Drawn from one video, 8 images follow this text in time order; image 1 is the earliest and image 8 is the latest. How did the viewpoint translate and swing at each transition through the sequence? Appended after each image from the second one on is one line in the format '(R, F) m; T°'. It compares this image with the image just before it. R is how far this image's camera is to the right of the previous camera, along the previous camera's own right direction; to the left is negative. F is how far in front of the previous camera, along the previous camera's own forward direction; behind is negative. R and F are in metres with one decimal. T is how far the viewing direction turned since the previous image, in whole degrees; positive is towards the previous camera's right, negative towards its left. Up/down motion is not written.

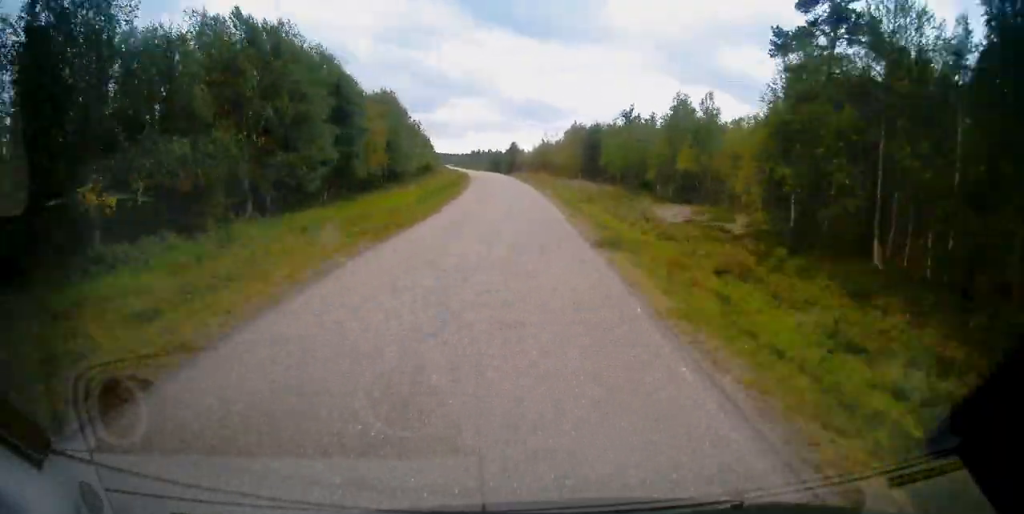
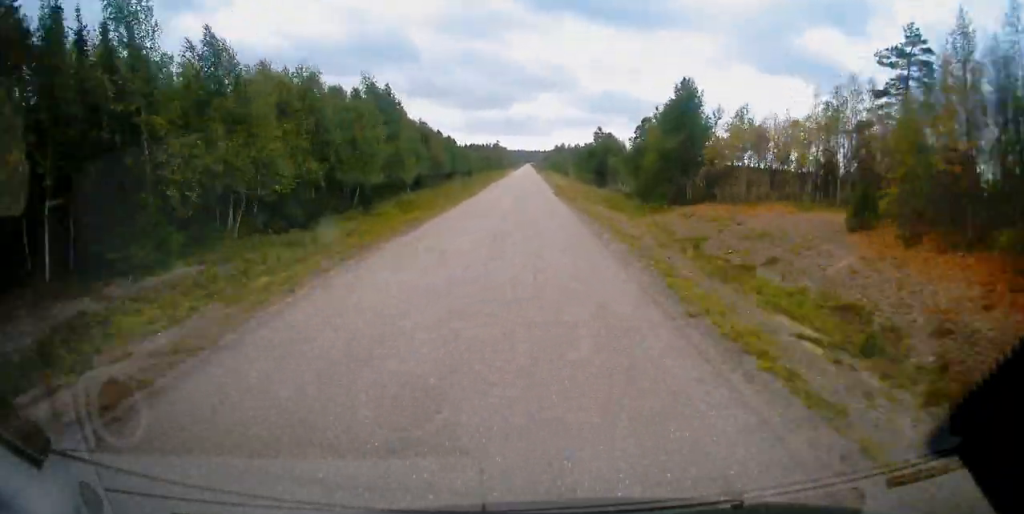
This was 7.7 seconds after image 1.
(-36.2, +108.0) m; -26°
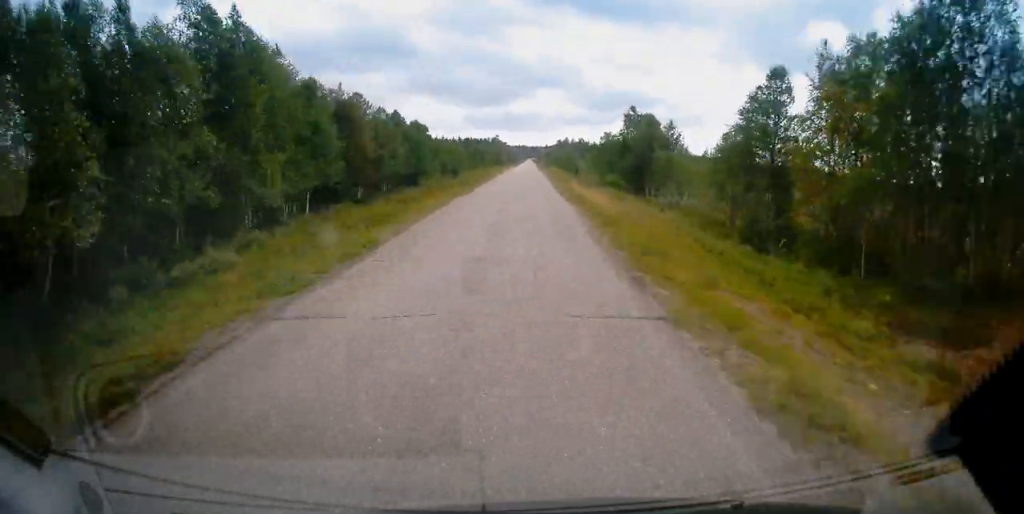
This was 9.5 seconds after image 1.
(+4.9, +29.7) m; +4°
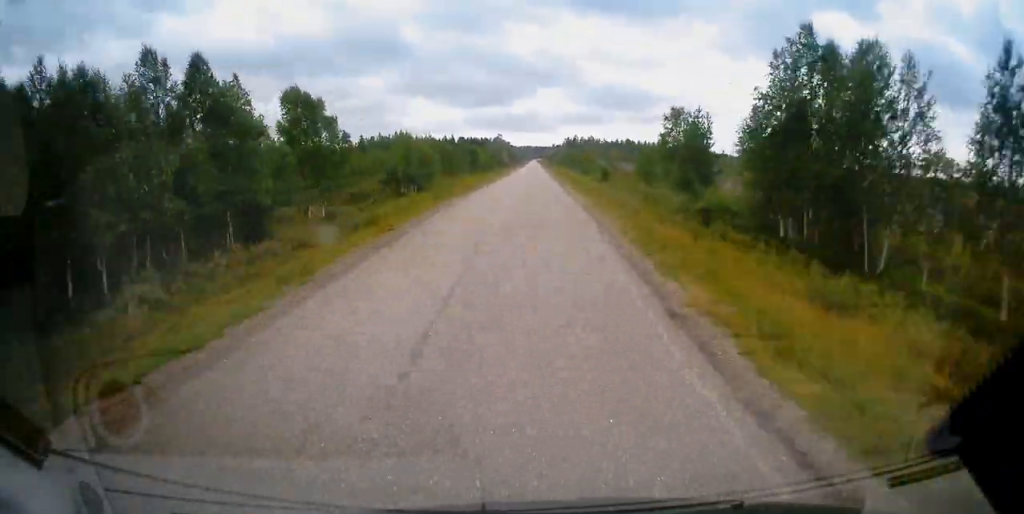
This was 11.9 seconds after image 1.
(+3.4, +39.9) m; +6°
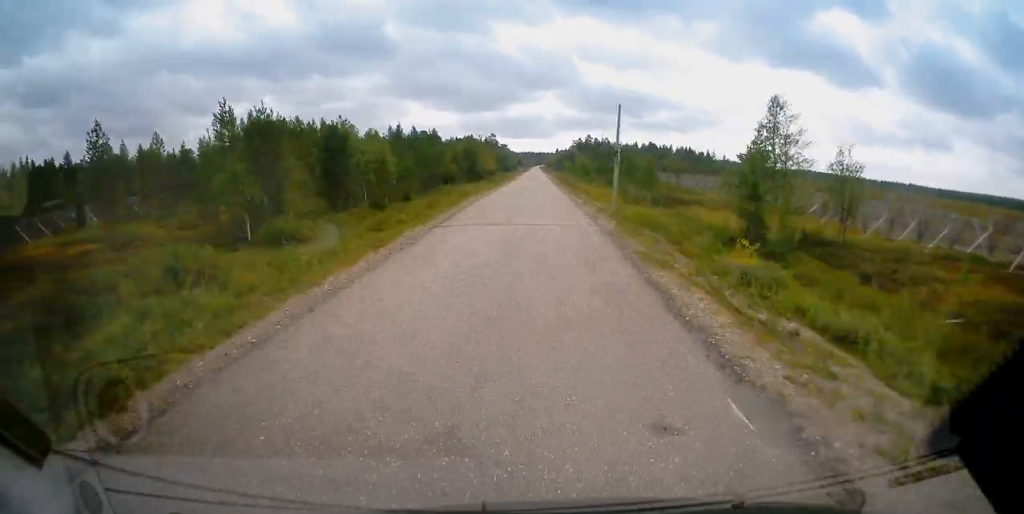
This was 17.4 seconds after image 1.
(+1.4, +89.0) m; +1°
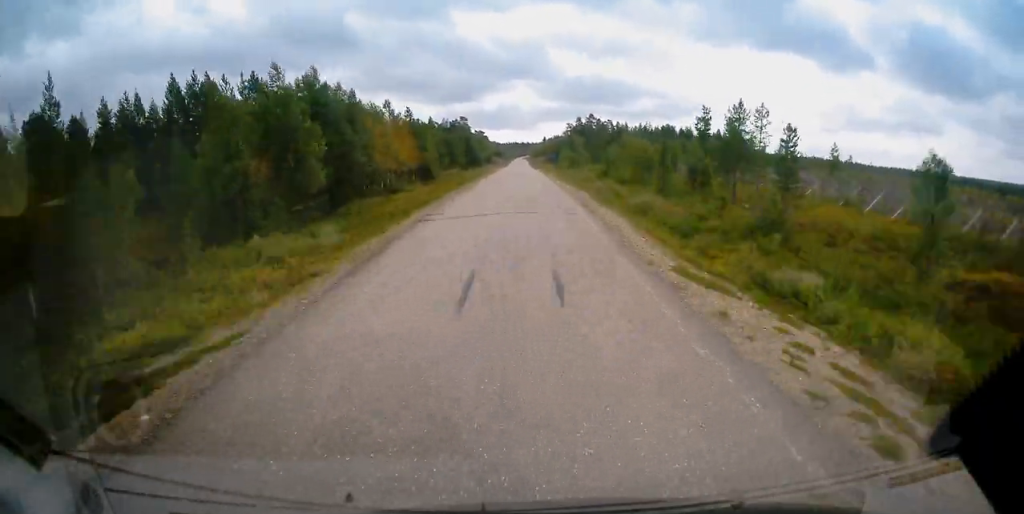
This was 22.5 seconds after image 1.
(+0.2, +79.9) m; 0°
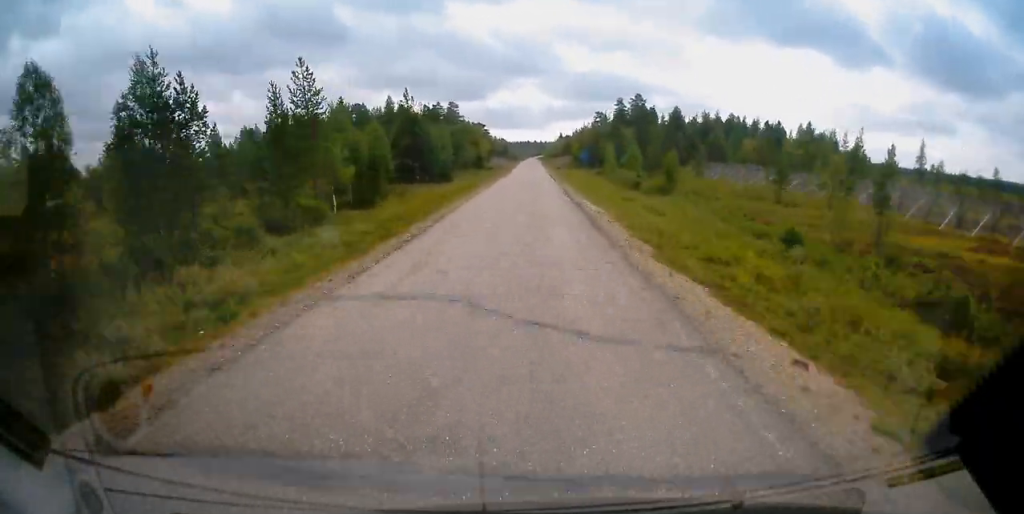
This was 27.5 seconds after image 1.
(+0.1, +76.7) m; 0°
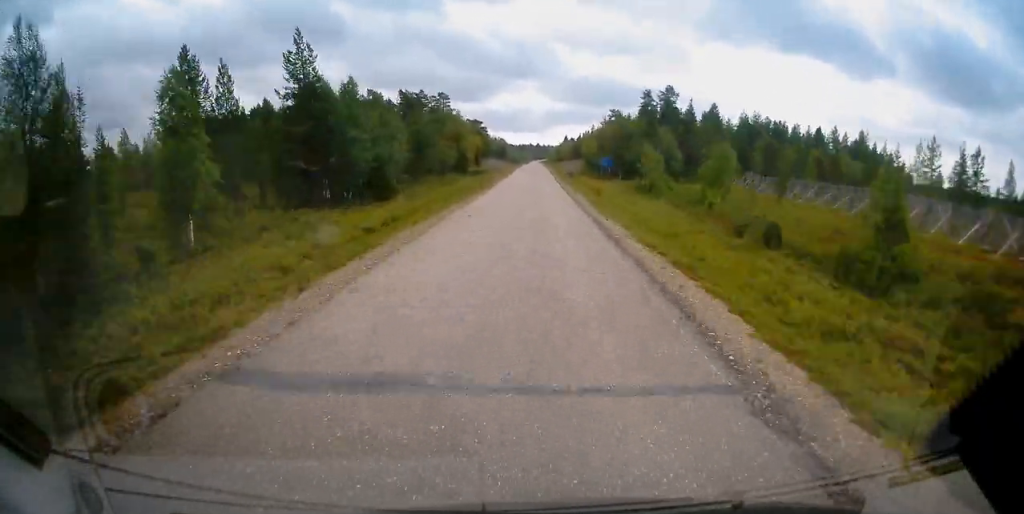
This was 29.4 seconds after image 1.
(0.0, +30.2) m; 0°
